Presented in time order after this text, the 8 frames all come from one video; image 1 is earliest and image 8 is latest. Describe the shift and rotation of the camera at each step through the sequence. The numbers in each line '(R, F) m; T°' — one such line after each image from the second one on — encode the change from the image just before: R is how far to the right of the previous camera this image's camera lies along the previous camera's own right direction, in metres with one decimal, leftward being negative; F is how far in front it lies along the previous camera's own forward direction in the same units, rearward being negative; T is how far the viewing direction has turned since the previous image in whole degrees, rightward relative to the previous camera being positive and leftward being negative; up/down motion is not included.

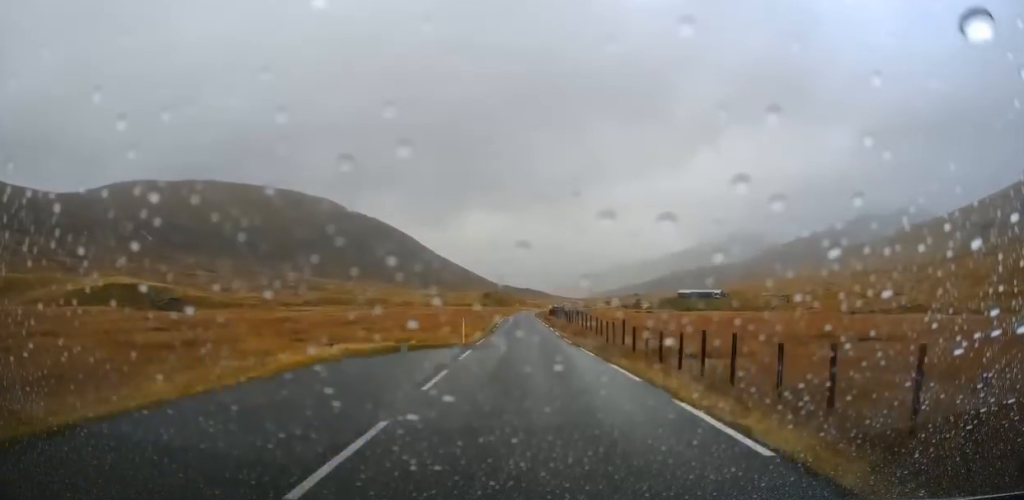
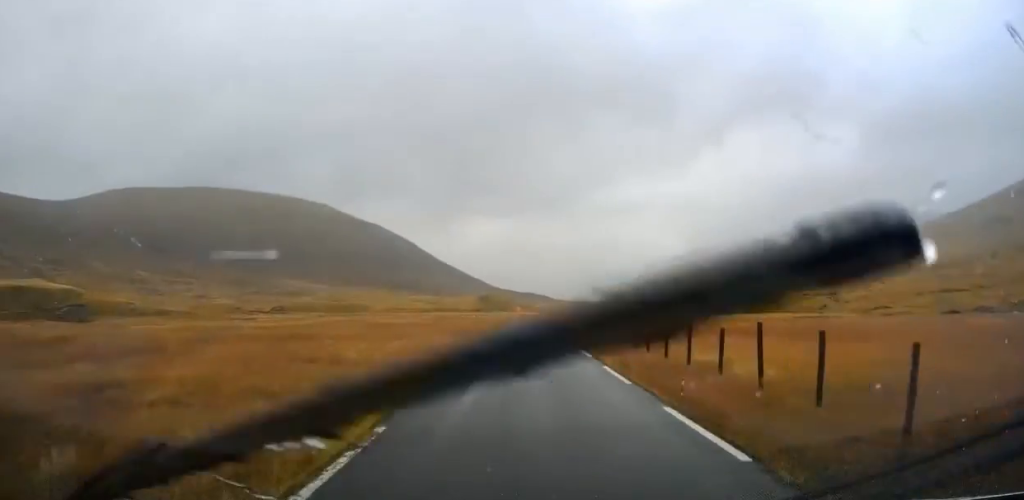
(-0.5, +36.4) m; 0°
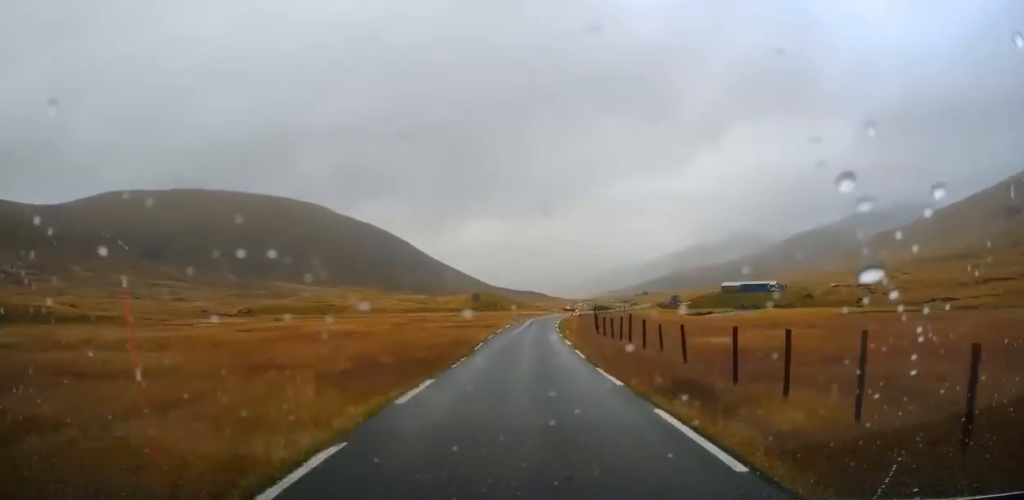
(+0.1, +24.7) m; +1°
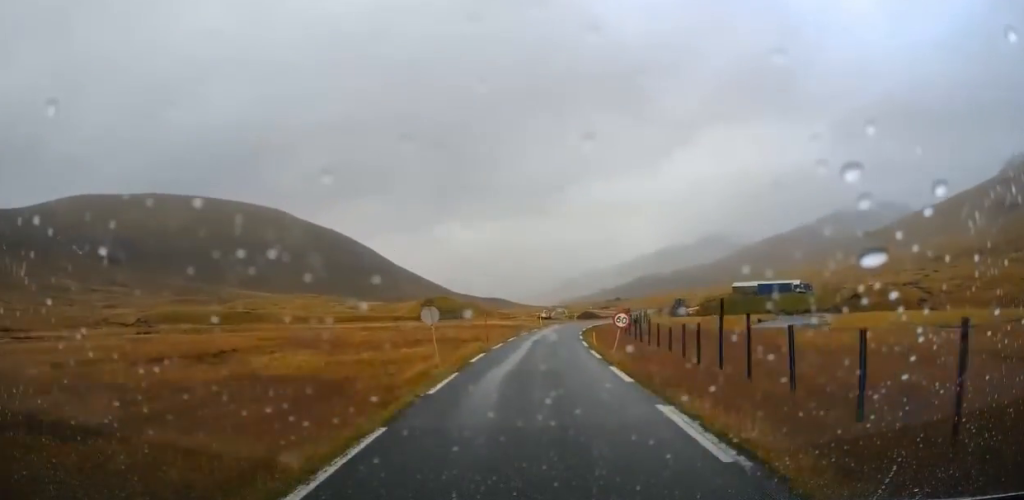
(+0.6, +41.9) m; +3°
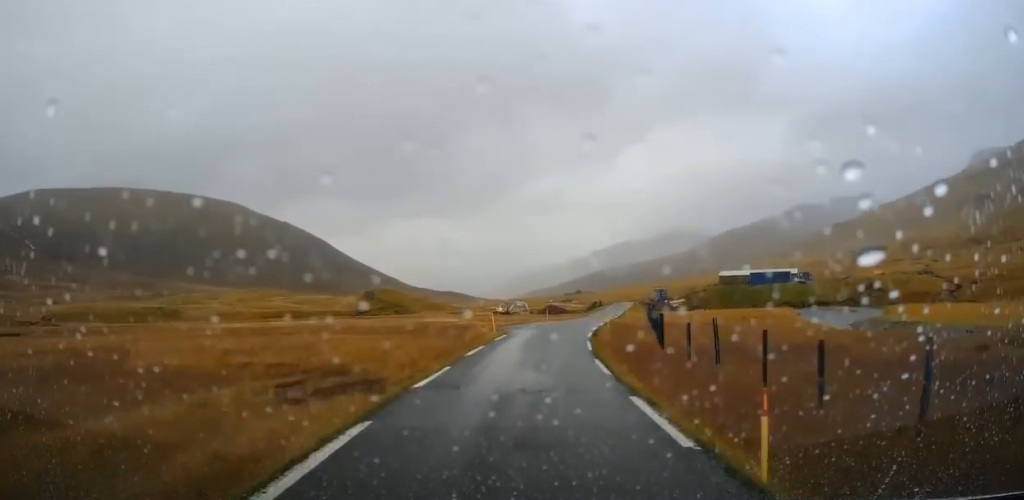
(+0.7, +23.7) m; +4°
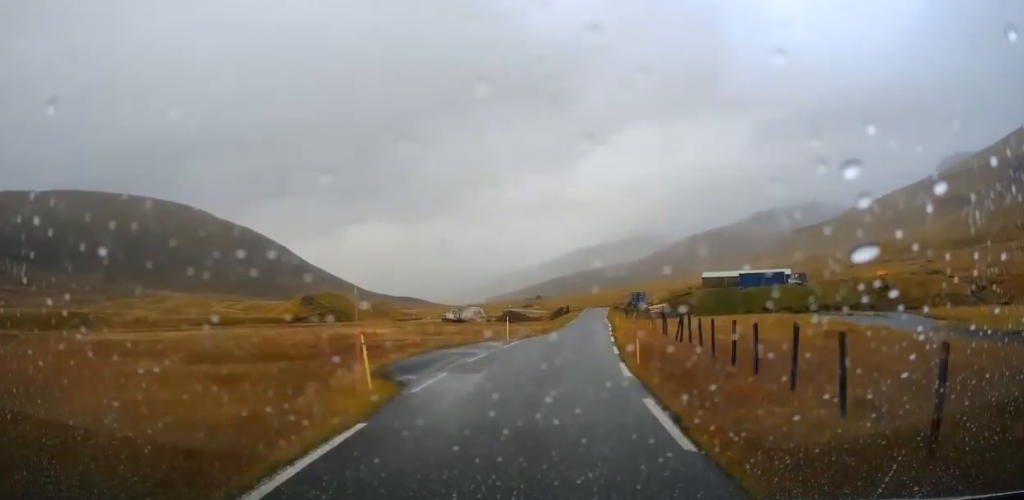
(+0.3, +18.2) m; +4°
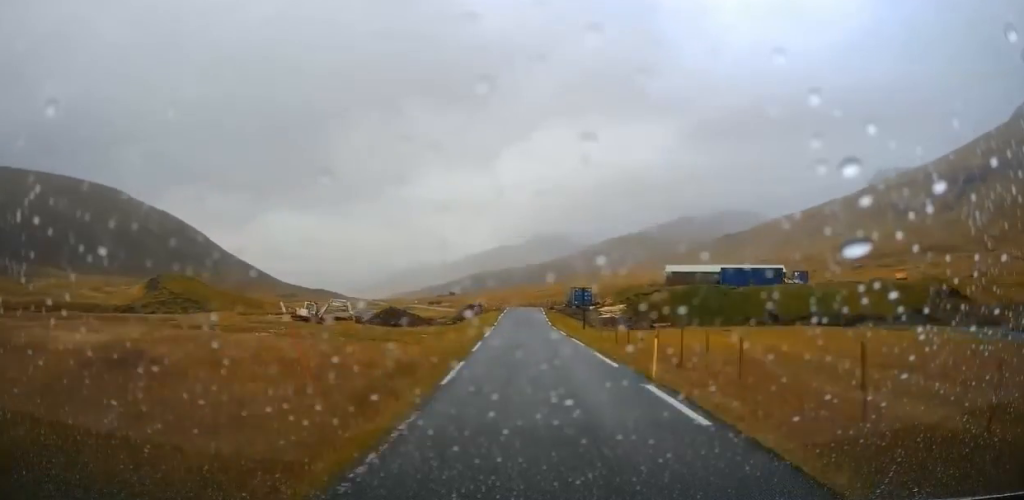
(+2.2, +35.2) m; +6°
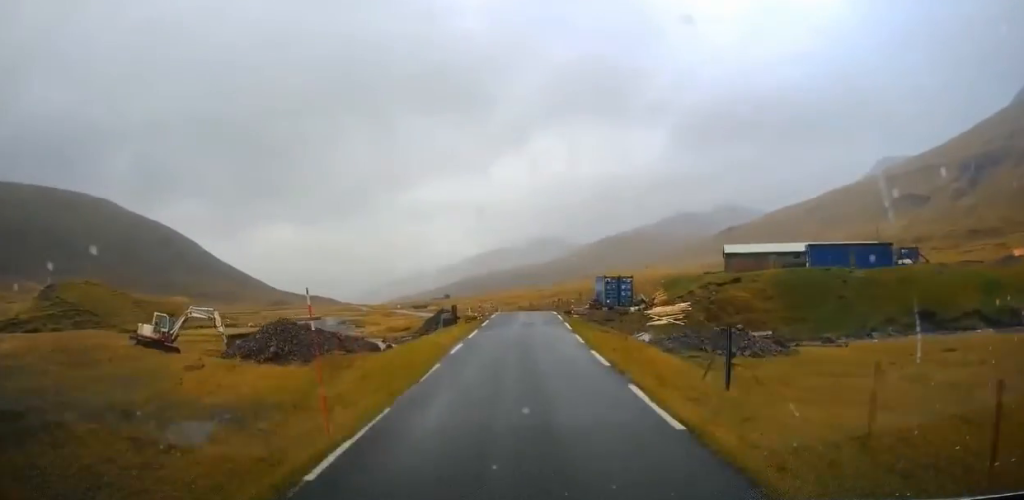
(+1.2, +30.1) m; +3°
